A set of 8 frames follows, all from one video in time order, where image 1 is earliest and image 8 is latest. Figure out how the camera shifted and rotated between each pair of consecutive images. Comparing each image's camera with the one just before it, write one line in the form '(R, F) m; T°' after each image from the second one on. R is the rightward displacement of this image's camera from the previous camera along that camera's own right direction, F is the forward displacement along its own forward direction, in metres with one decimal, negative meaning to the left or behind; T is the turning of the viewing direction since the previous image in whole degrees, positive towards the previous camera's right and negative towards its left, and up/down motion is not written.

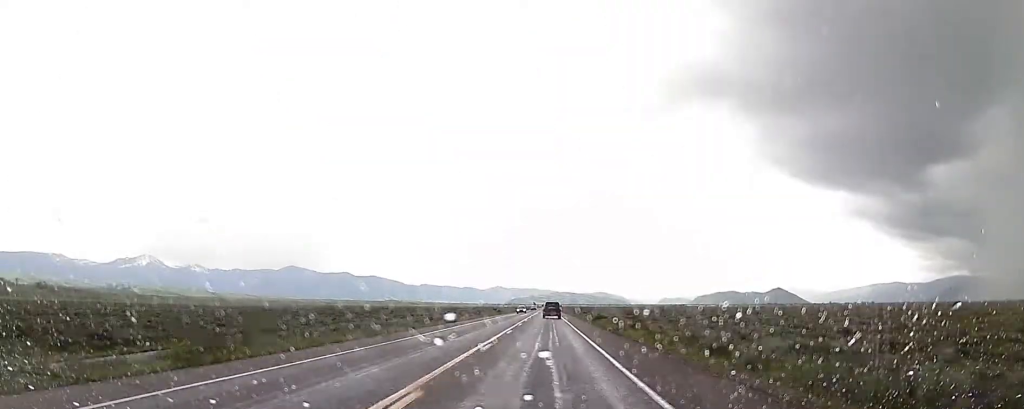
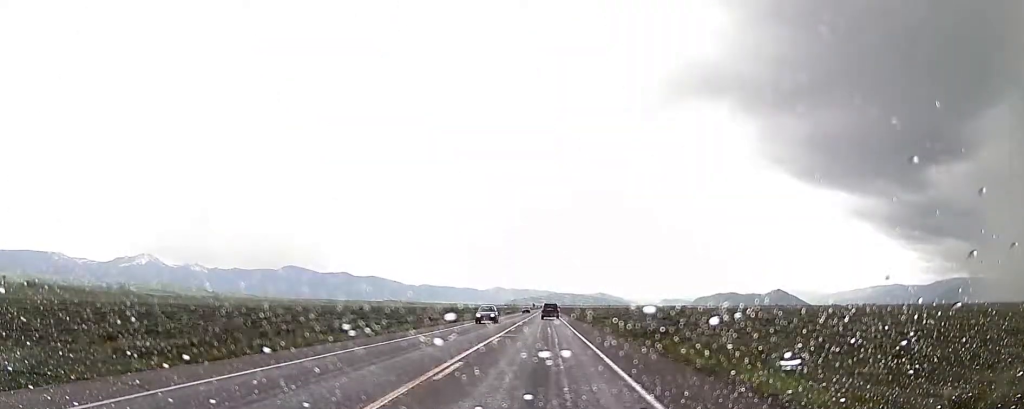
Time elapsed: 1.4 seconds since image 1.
(-0.3, +31.4) m; -1°
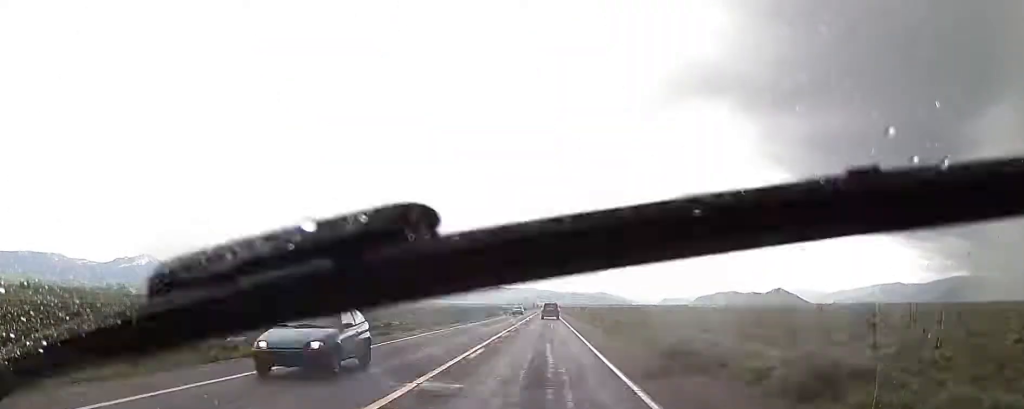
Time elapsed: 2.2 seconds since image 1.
(-0.1, +19.3) m; +1°
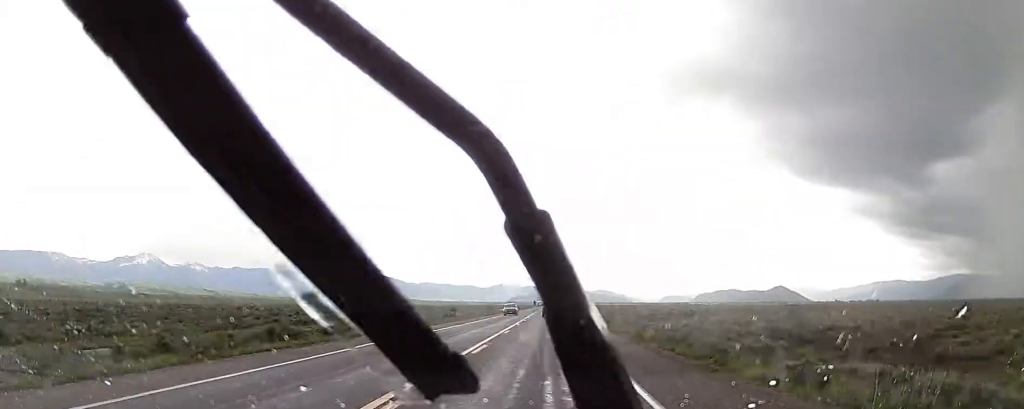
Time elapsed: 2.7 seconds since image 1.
(+0.2, +11.6) m; 0°
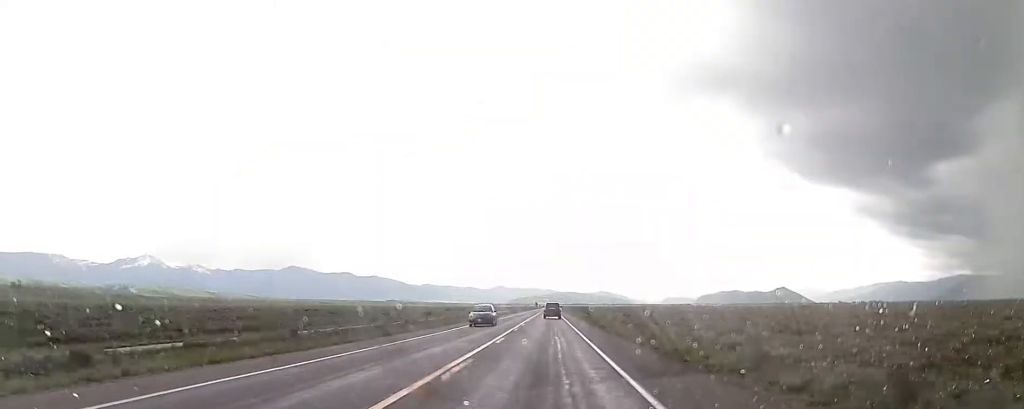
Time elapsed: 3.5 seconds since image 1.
(+0.2, +17.9) m; 0°
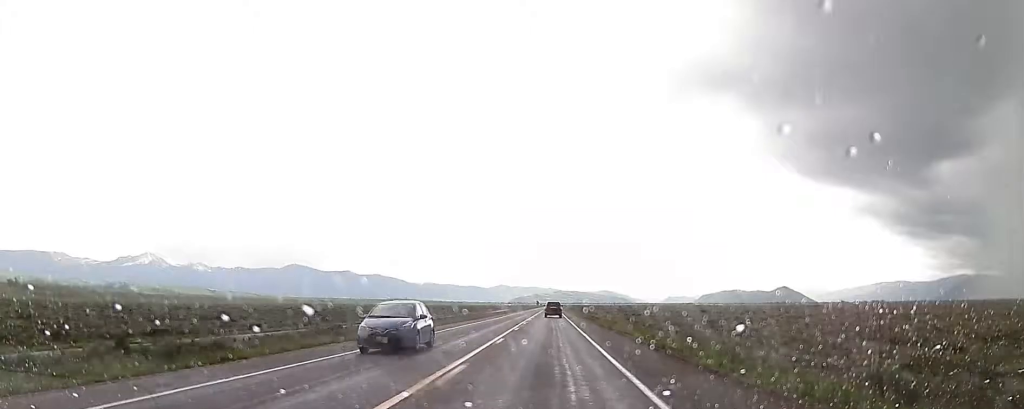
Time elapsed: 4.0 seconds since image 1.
(-0.2, +13.2) m; -1°
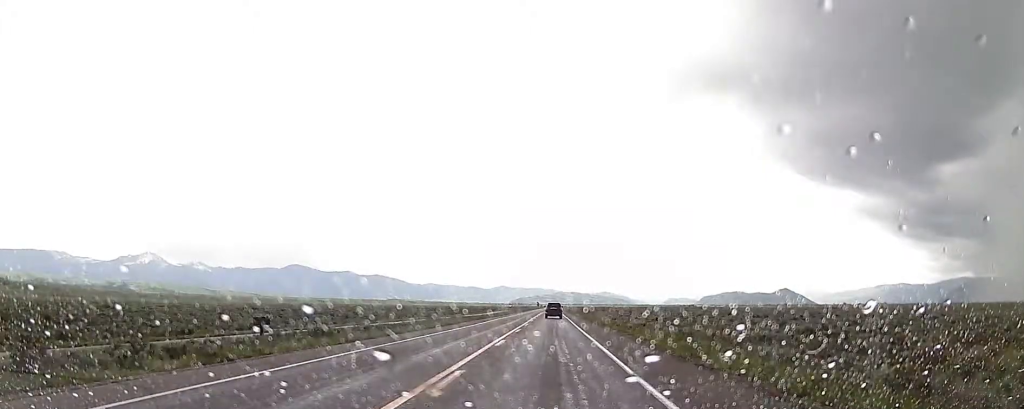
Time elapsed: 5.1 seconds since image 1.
(-0.2, +25.7) m; 0°
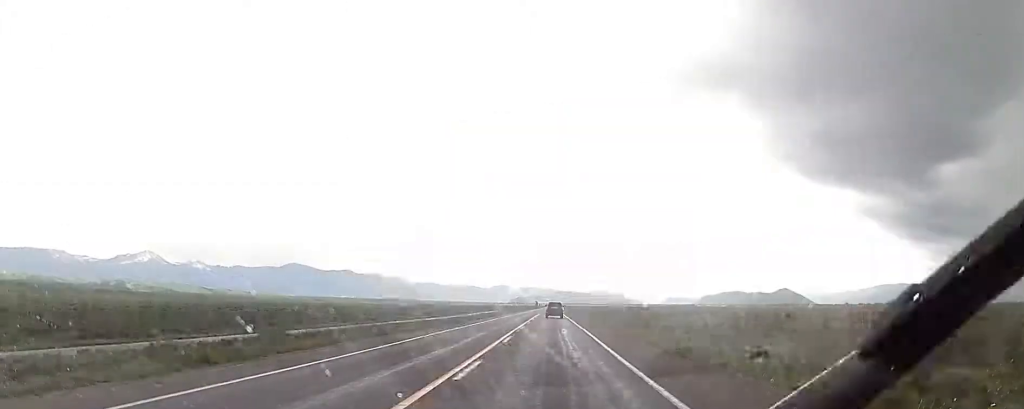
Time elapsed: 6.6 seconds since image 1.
(+0.4, +34.3) m; 0°
